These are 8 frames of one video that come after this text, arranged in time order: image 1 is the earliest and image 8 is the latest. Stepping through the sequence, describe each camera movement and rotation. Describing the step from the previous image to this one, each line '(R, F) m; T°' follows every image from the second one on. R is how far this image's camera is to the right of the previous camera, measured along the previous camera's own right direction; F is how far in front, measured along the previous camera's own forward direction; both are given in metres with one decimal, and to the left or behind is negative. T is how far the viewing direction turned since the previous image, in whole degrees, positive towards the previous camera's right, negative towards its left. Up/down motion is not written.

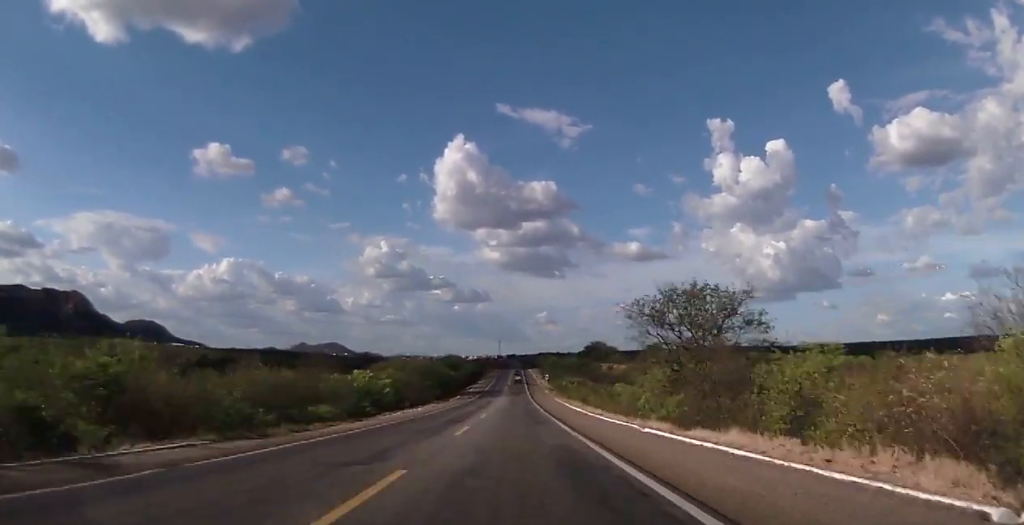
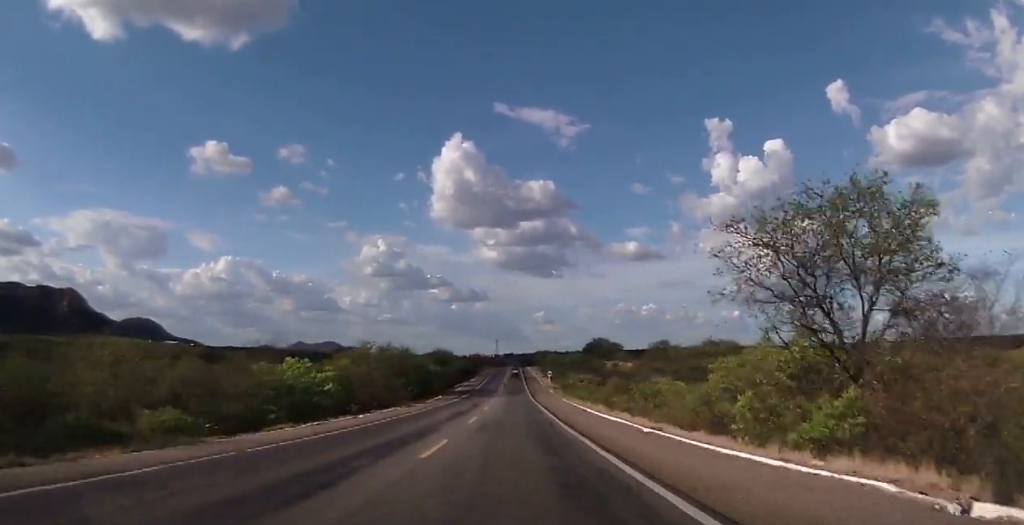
(0.0, +20.2) m; -1°
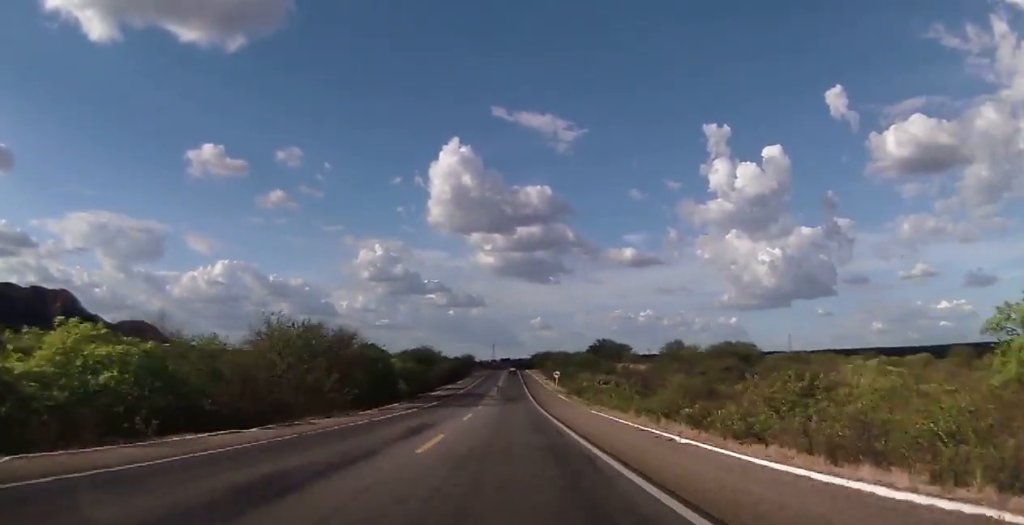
(-0.3, +25.0) m; 0°
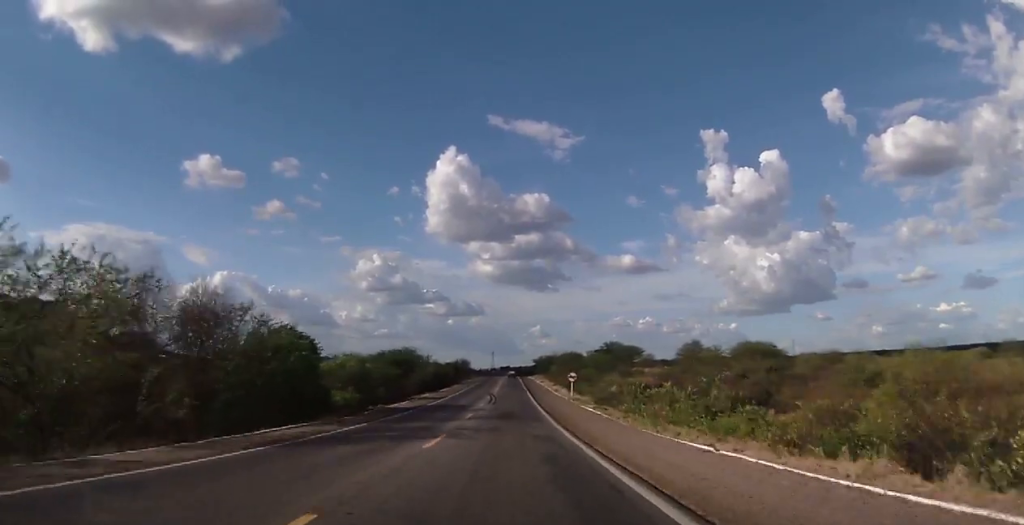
(+0.2, +23.4) m; +1°
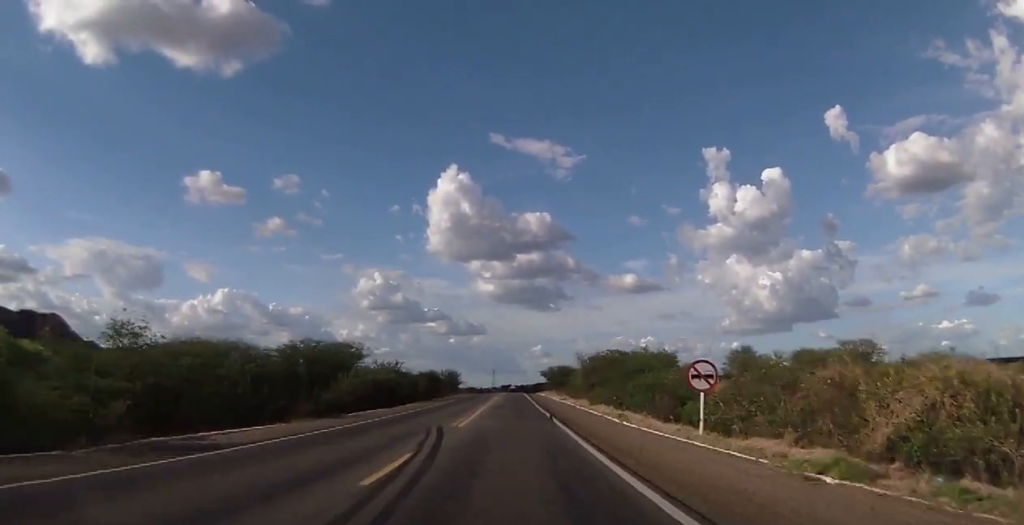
(+0.3, +45.5) m; 0°
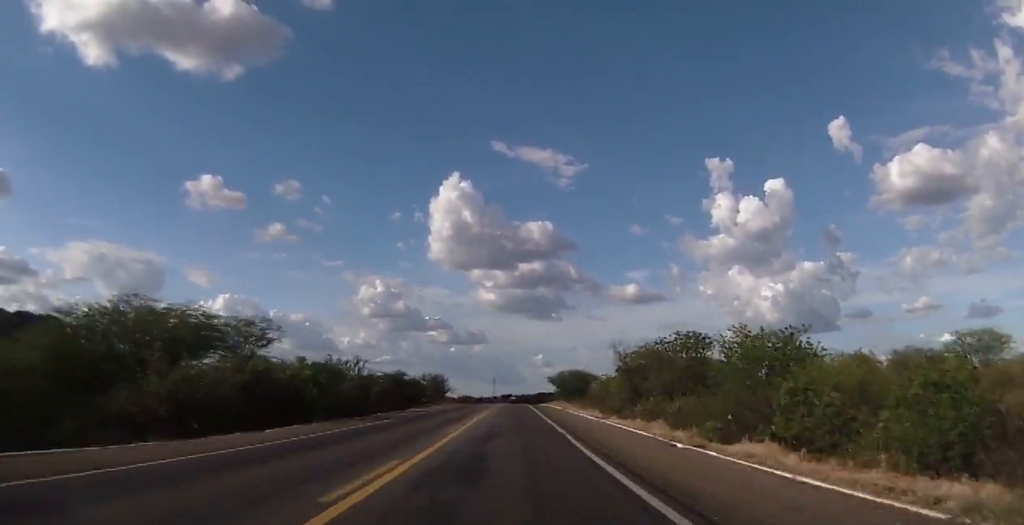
(0.0, +30.6) m; 0°
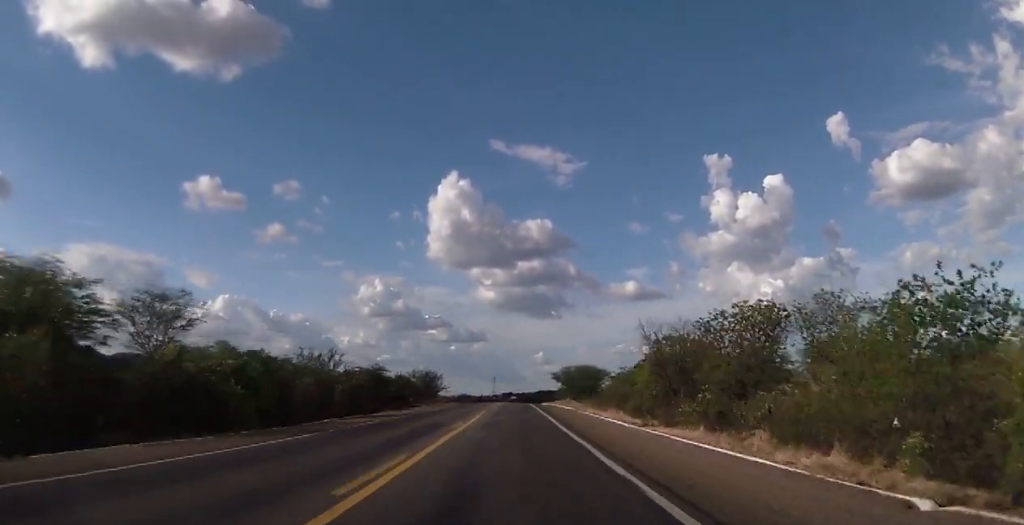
(0.0, +12.5) m; 0°
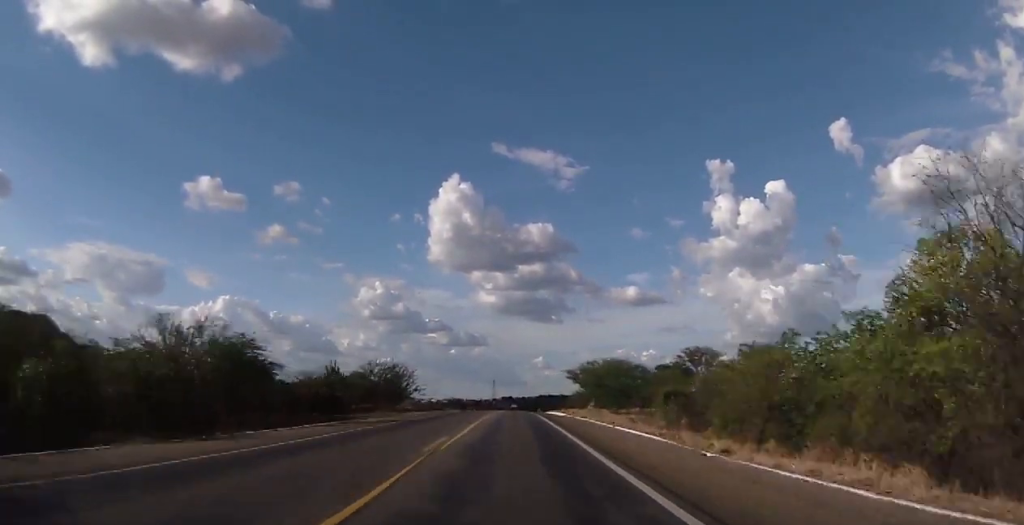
(0.0, +32.6) m; 0°
